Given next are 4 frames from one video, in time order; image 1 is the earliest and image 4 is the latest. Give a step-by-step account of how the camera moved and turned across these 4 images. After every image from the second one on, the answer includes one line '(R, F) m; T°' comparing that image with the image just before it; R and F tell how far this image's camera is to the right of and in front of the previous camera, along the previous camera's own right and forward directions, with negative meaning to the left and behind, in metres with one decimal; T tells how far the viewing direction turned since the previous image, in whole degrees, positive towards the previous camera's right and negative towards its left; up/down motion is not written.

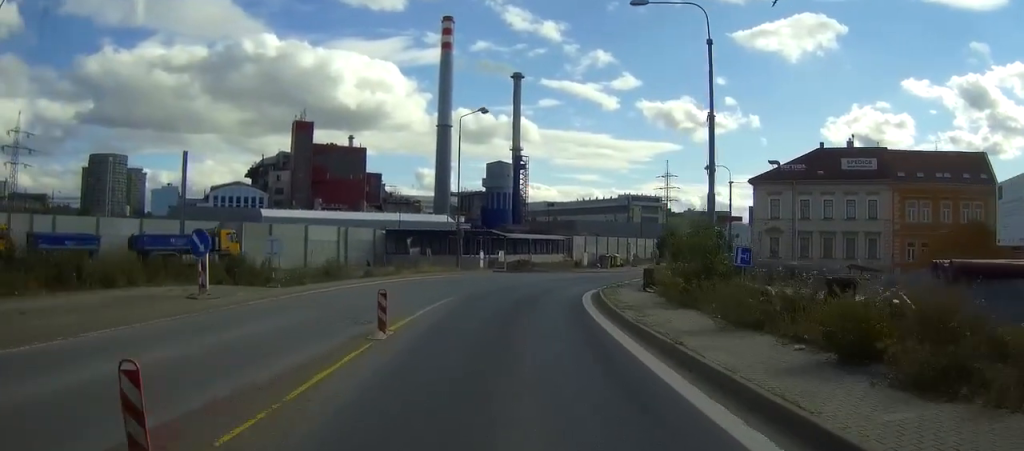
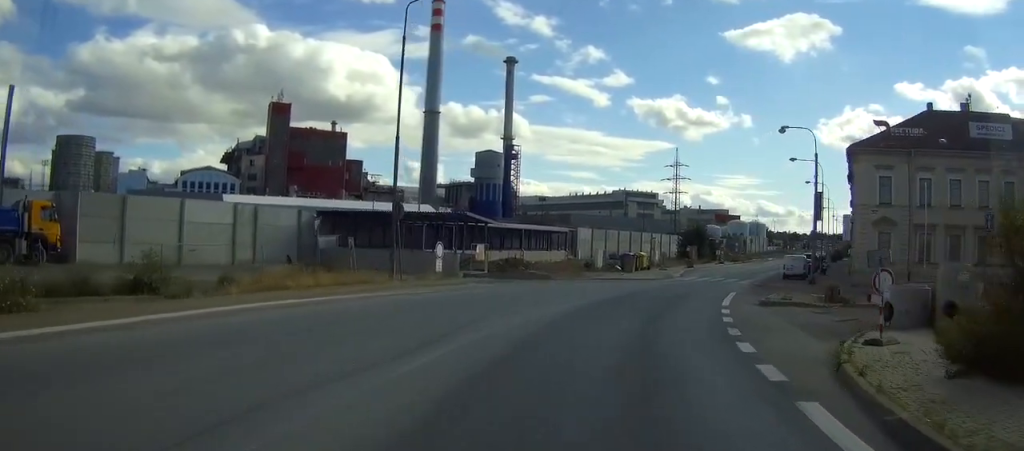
(-1.0, +20.2) m; -1°
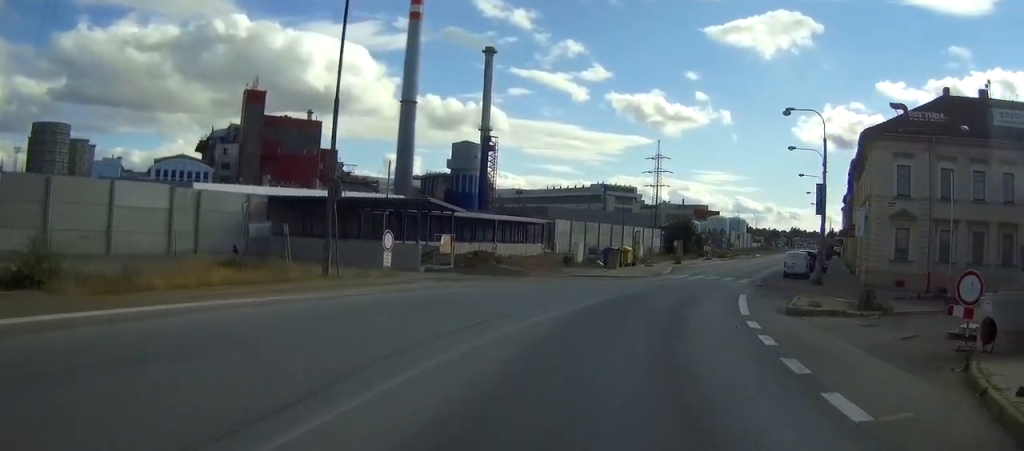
(-0.1, +4.9) m; 0°
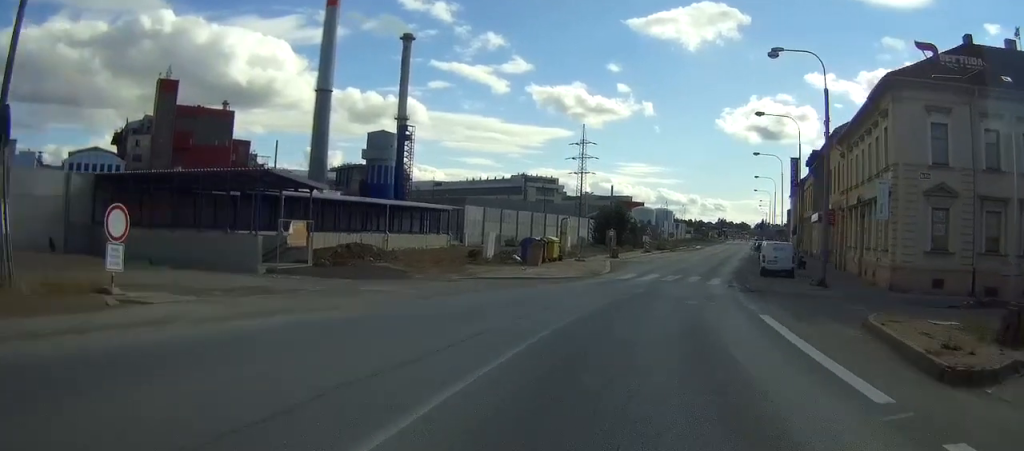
(0.0, +11.3) m; +5°
